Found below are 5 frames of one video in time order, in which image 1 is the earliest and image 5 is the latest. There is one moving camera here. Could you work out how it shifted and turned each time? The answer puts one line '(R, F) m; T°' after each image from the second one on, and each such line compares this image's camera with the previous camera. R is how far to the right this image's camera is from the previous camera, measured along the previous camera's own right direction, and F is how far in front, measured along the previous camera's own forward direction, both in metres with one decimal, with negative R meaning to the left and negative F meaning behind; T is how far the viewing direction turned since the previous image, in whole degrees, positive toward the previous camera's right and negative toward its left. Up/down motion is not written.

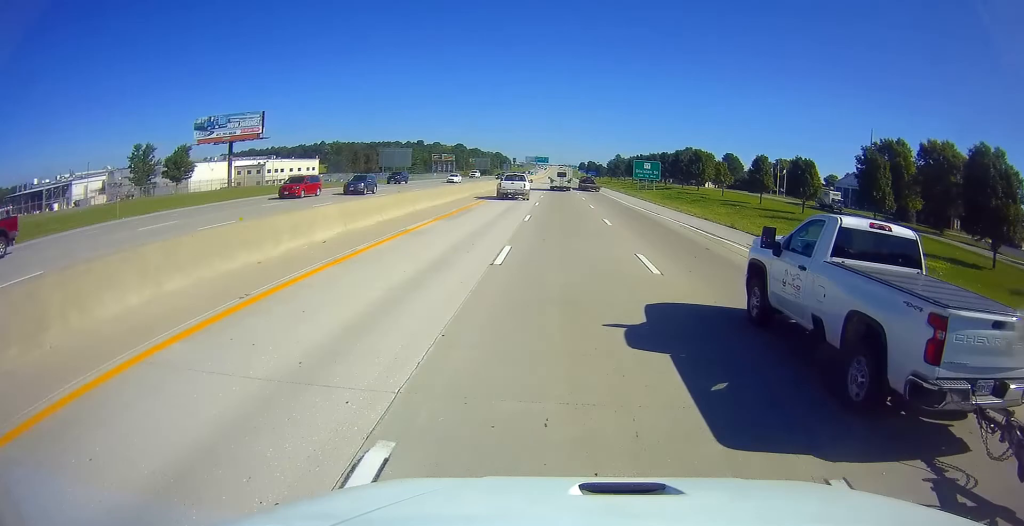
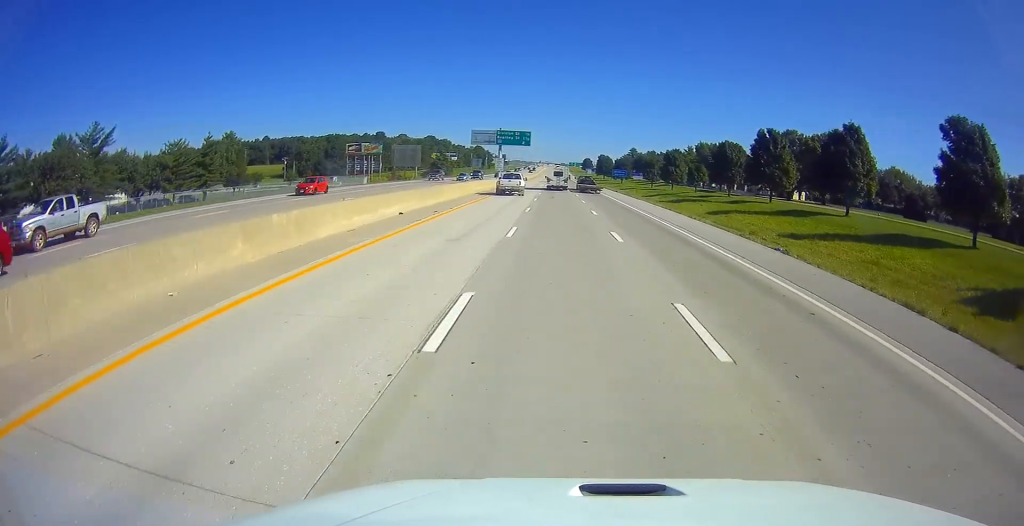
(-0.1, +129.7) m; 0°
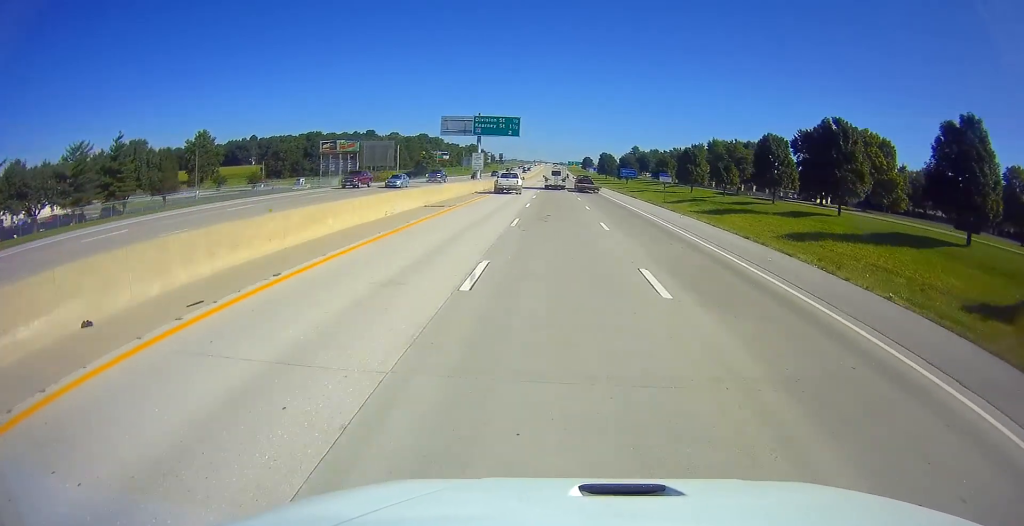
(0.0, +21.1) m; 0°
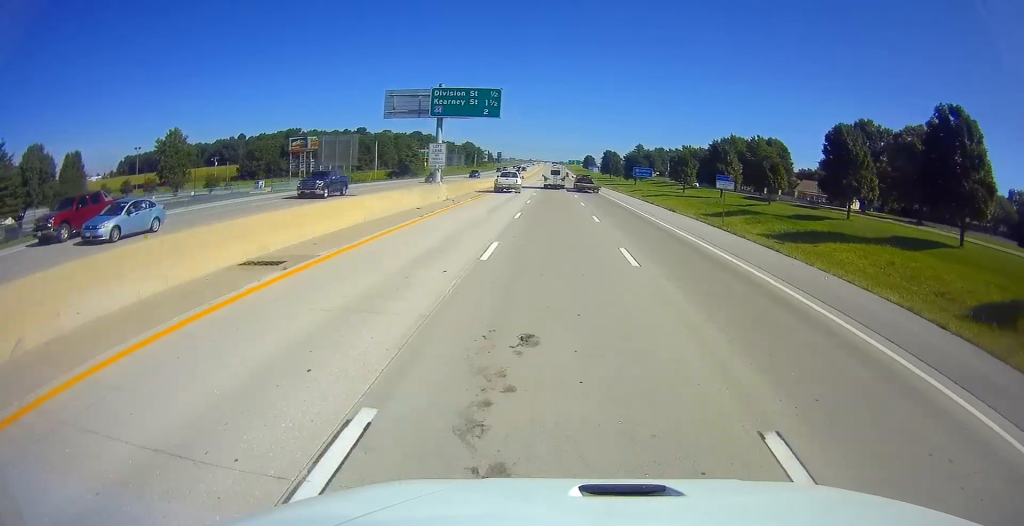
(0.0, +21.1) m; 0°
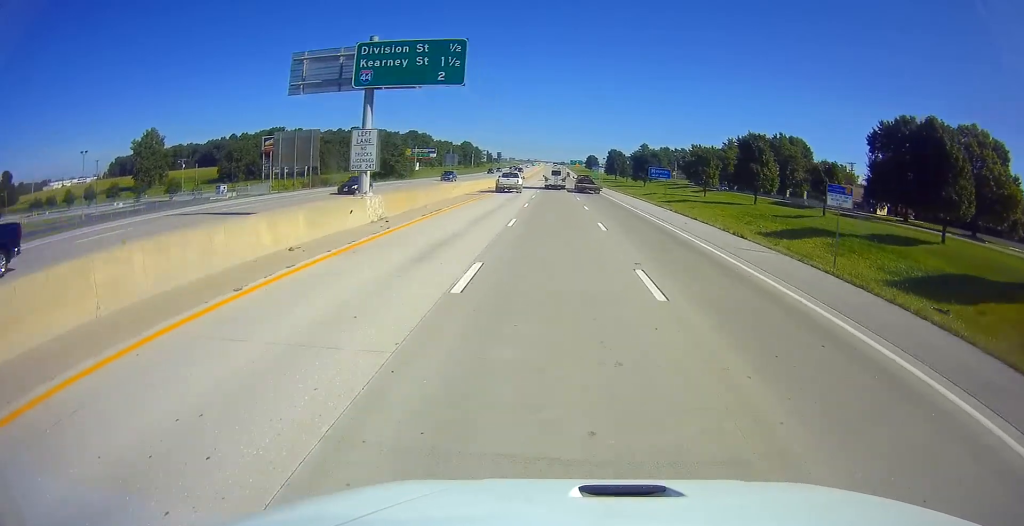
(0.0, +16.1) m; 0°
